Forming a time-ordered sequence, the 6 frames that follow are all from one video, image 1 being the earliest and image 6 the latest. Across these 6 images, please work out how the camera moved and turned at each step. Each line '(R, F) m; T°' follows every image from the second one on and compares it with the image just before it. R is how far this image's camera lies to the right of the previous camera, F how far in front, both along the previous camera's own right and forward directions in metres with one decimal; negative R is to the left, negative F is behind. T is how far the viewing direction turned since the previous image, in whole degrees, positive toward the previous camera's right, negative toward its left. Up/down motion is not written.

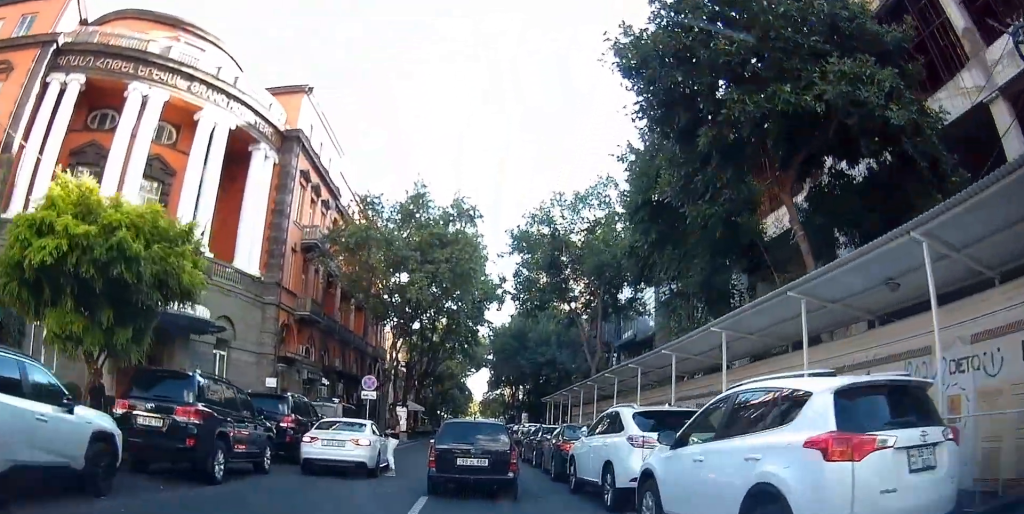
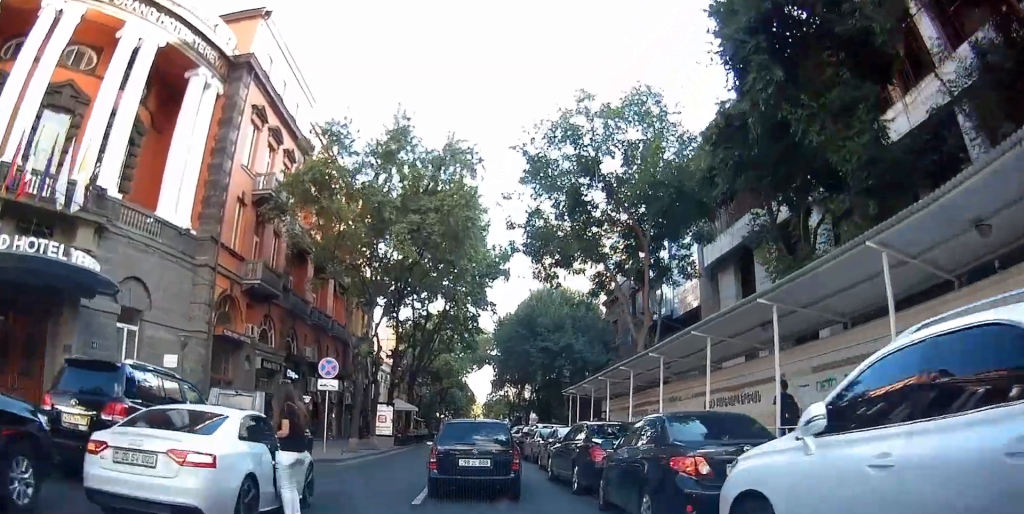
(-0.2, +8.0) m; 0°
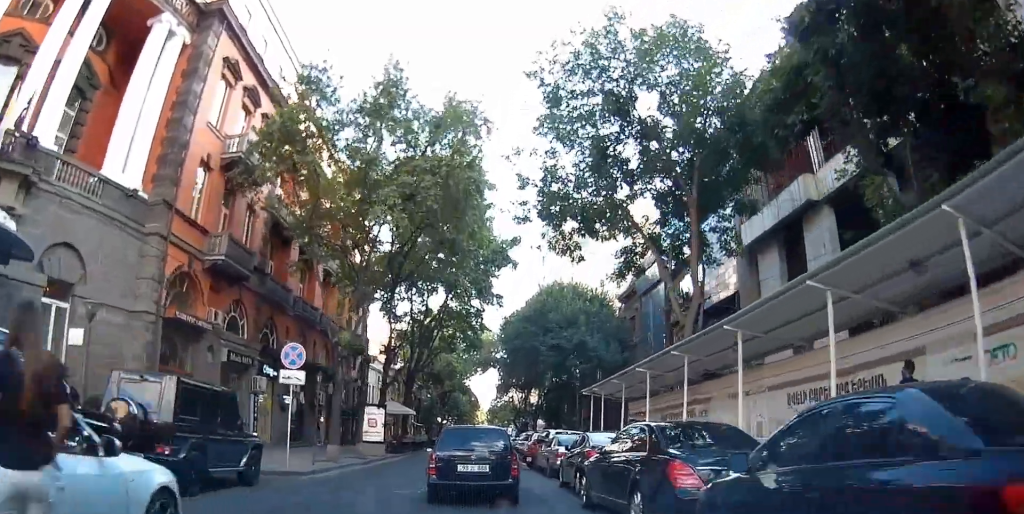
(+0.1, +4.3) m; +1°
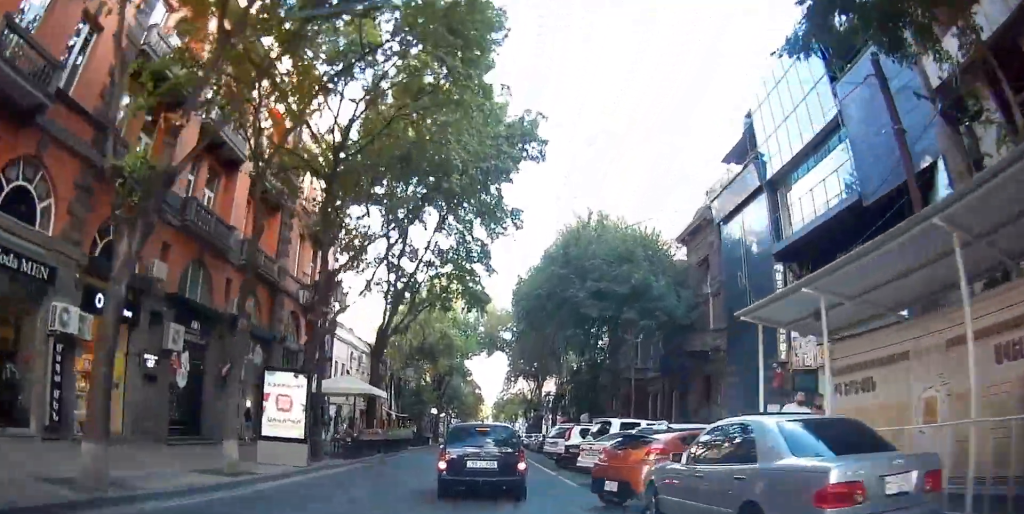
(+0.3, +14.3) m; +2°
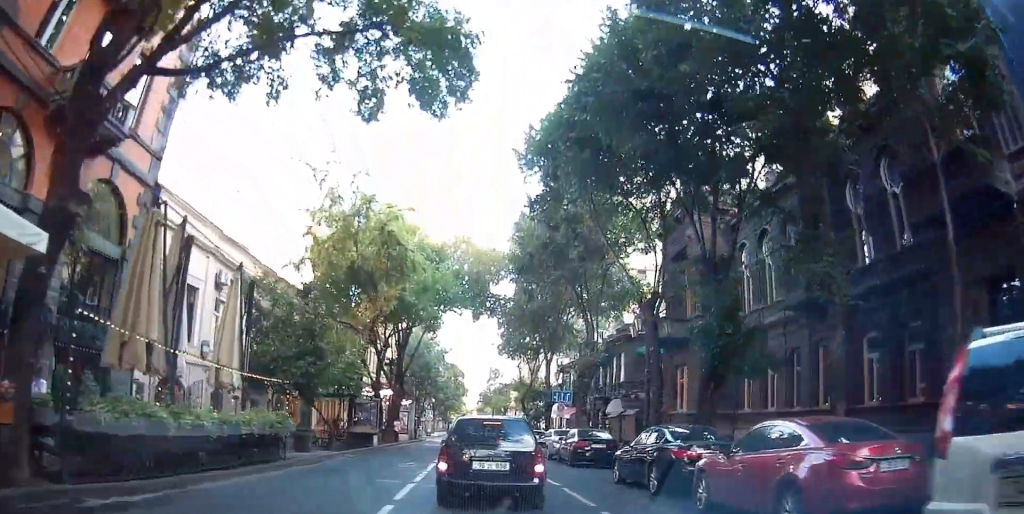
(-0.3, +22.1) m; -2°
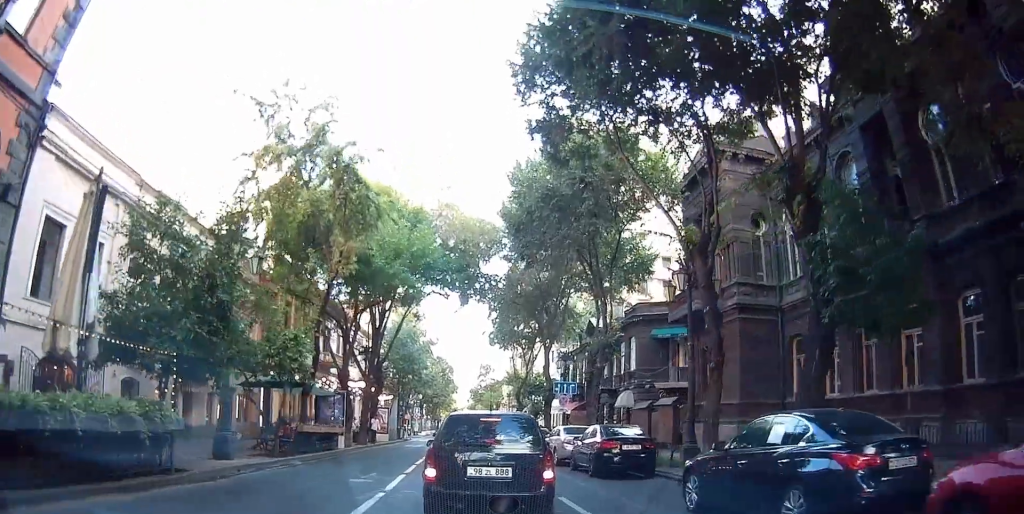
(0.0, +7.3) m; 0°
